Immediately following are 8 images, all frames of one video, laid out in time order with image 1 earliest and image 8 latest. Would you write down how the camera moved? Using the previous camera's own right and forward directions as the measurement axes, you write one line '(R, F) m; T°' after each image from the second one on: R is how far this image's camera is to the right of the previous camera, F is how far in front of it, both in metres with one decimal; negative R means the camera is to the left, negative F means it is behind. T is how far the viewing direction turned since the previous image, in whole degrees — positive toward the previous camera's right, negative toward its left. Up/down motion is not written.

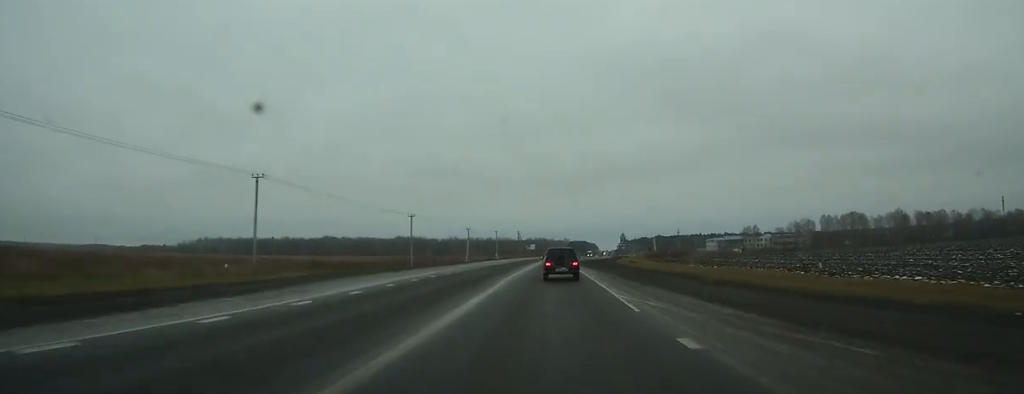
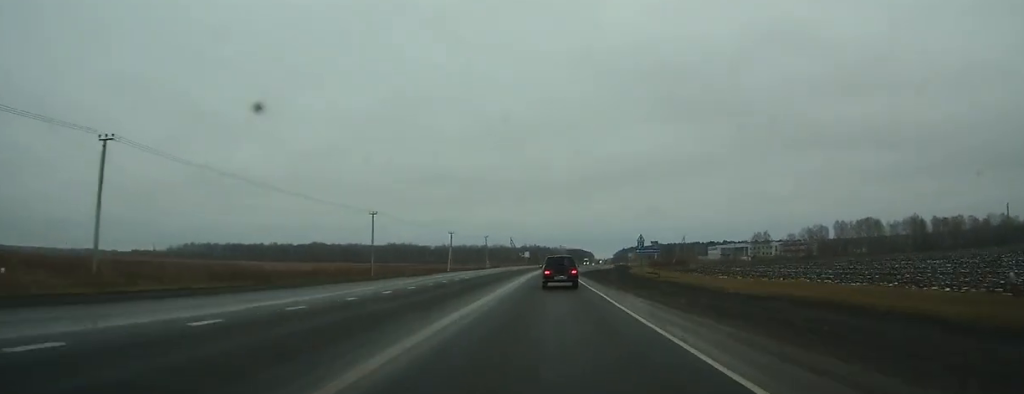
(+0.1, +20.6) m; +1°
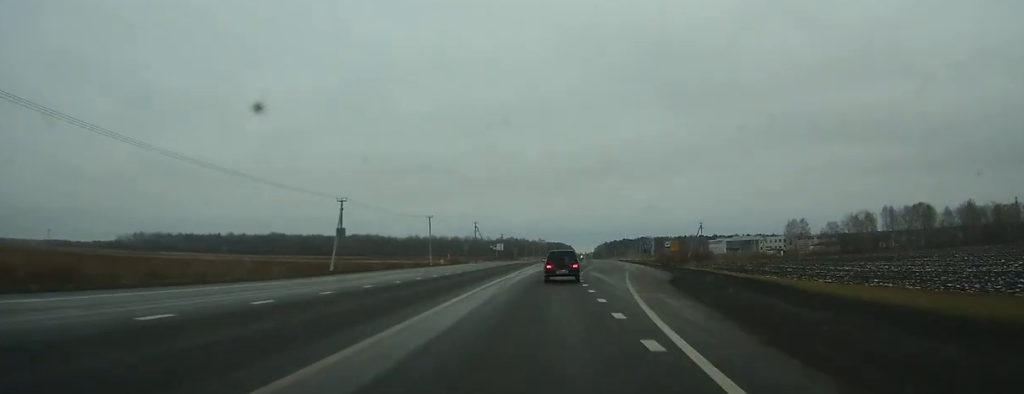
(+1.2, +63.1) m; +2°
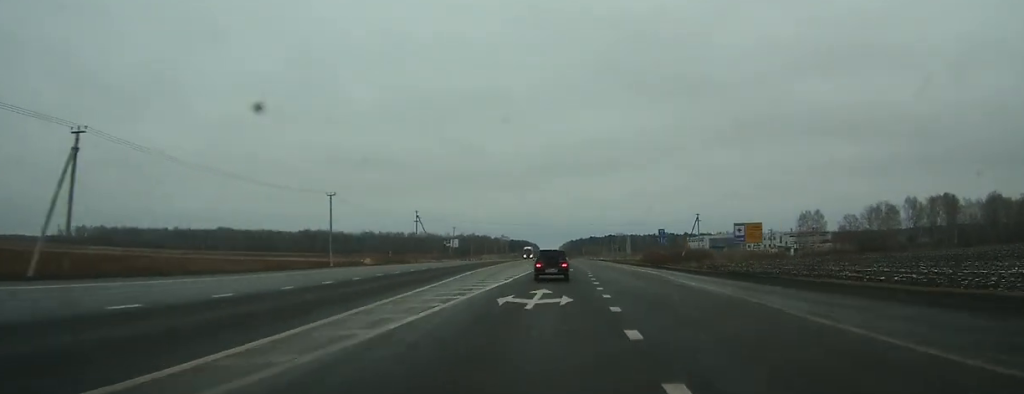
(+0.7, +42.0) m; +2°
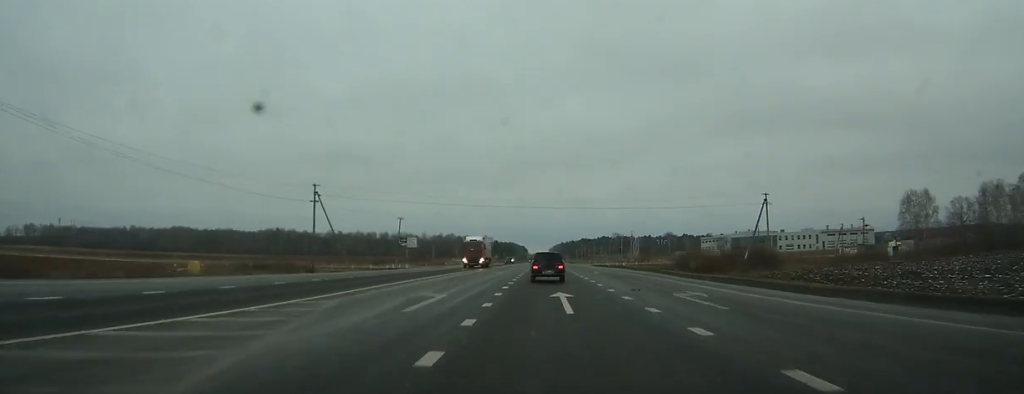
(+1.4, +66.2) m; +2°
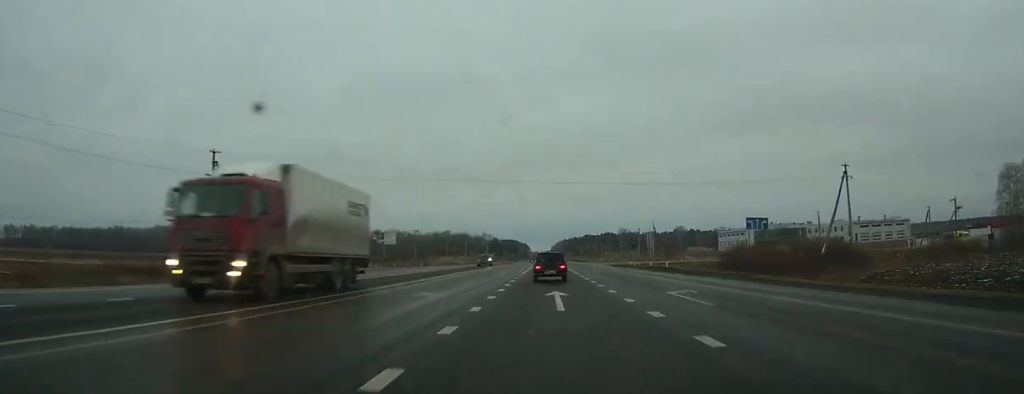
(+0.2, +32.1) m; 0°
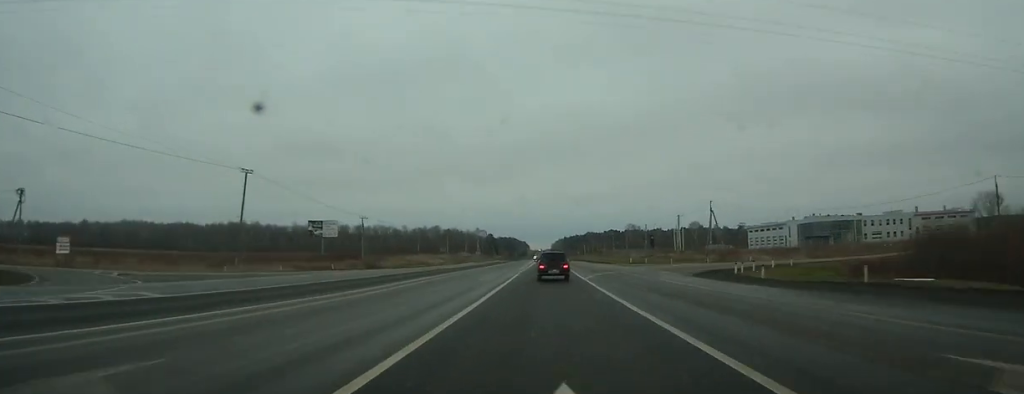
(-0.1, +48.7) m; 0°
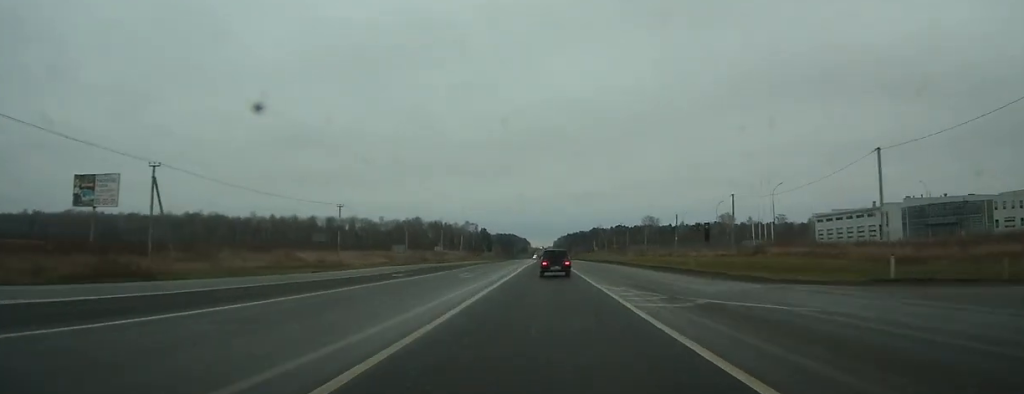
(-0.2, +70.6) m; 0°
